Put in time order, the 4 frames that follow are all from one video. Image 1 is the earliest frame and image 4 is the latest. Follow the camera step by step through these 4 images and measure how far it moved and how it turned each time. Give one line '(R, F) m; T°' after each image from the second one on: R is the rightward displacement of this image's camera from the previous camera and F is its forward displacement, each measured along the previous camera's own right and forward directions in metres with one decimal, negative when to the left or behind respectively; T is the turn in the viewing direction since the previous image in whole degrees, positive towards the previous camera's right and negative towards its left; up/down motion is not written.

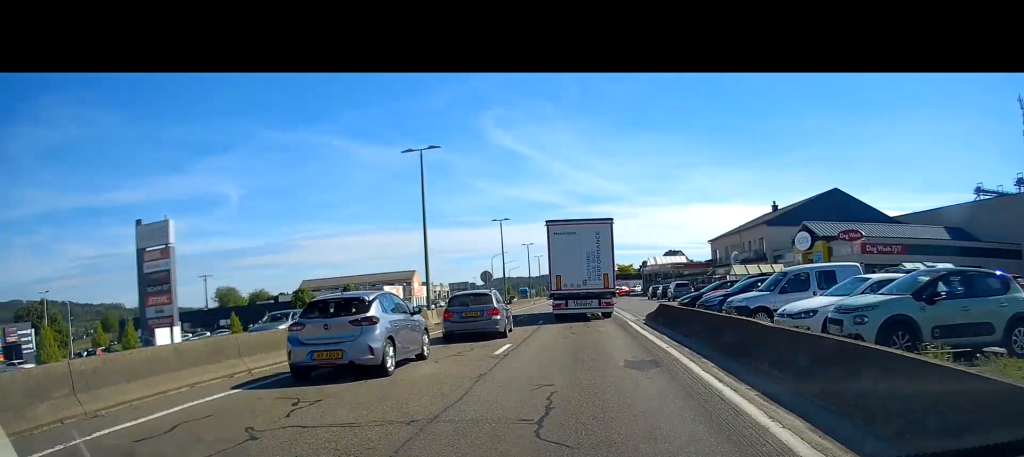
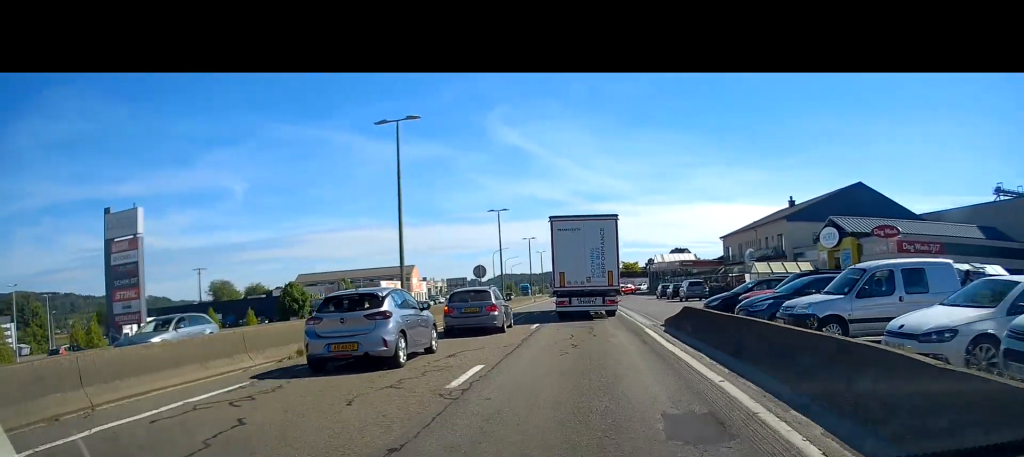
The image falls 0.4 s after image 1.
(0.0, +4.7) m; 0°
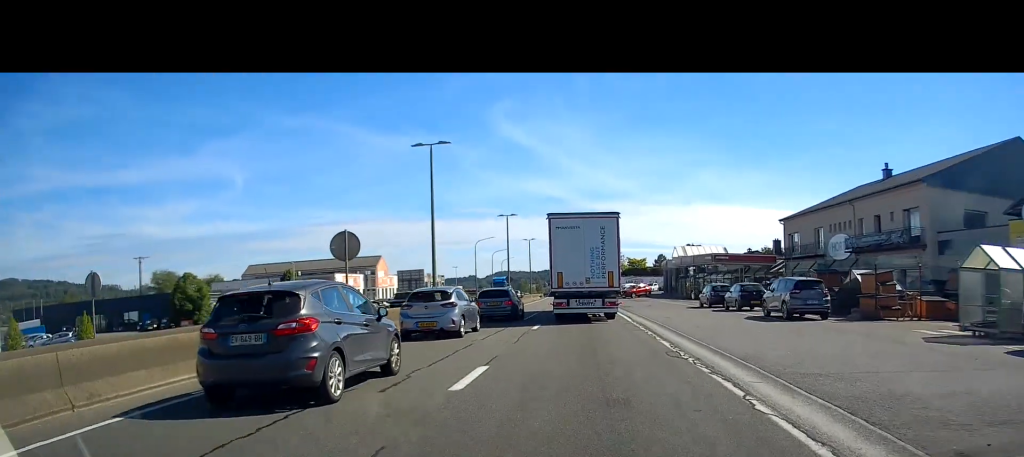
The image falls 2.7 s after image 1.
(-0.4, +25.2) m; -1°
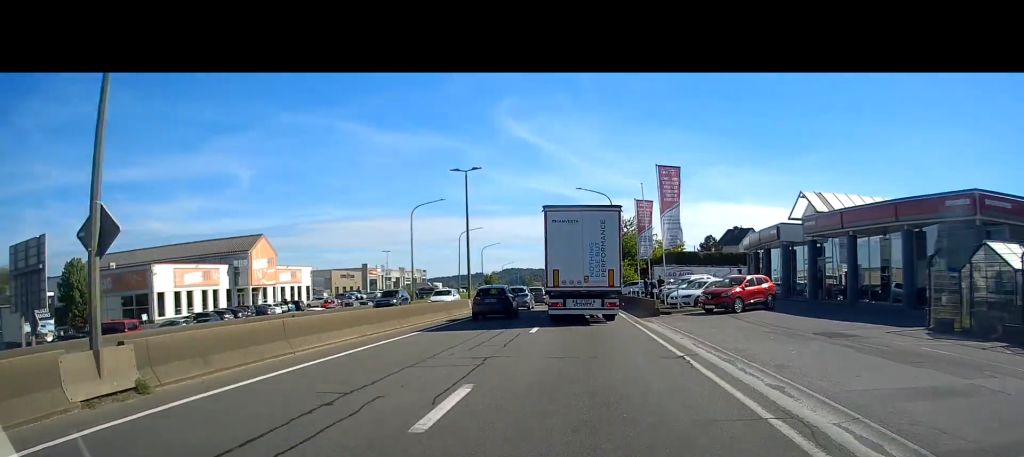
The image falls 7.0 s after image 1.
(-0.4, +54.5) m; -1°
